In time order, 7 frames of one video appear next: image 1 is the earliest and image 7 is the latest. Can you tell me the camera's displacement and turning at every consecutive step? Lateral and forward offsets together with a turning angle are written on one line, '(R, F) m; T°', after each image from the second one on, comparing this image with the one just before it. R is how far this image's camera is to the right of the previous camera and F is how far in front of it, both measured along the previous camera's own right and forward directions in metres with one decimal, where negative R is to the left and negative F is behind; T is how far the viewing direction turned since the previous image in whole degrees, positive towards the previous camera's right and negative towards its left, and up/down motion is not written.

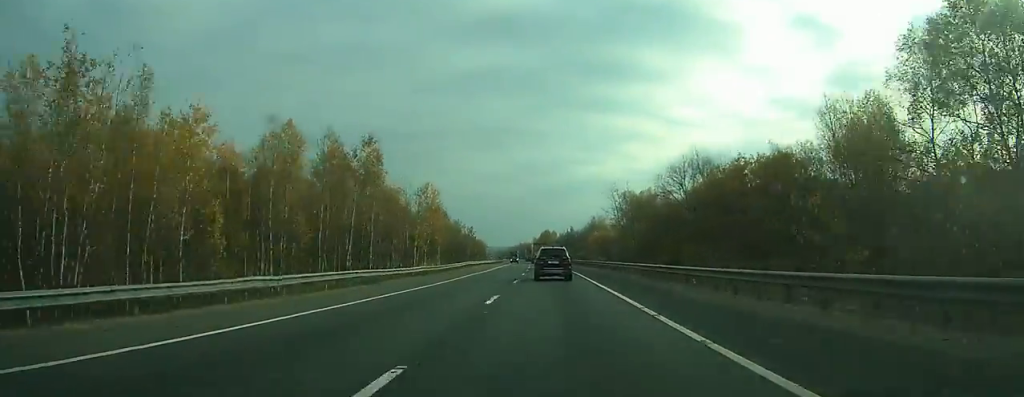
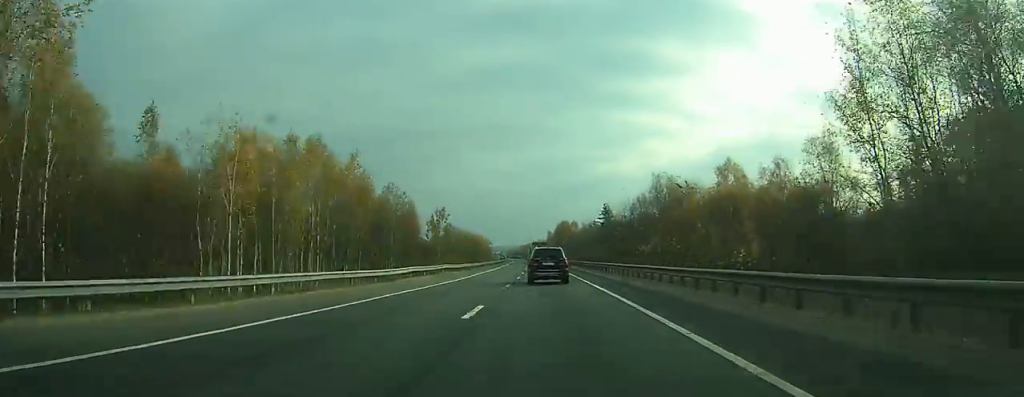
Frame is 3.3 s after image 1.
(-0.9, +77.7) m; -2°
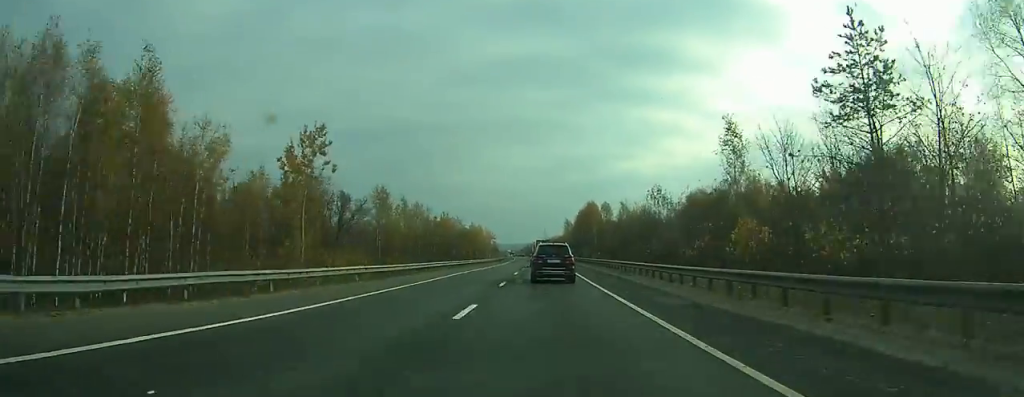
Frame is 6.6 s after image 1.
(-1.4, +75.5) m; -2°
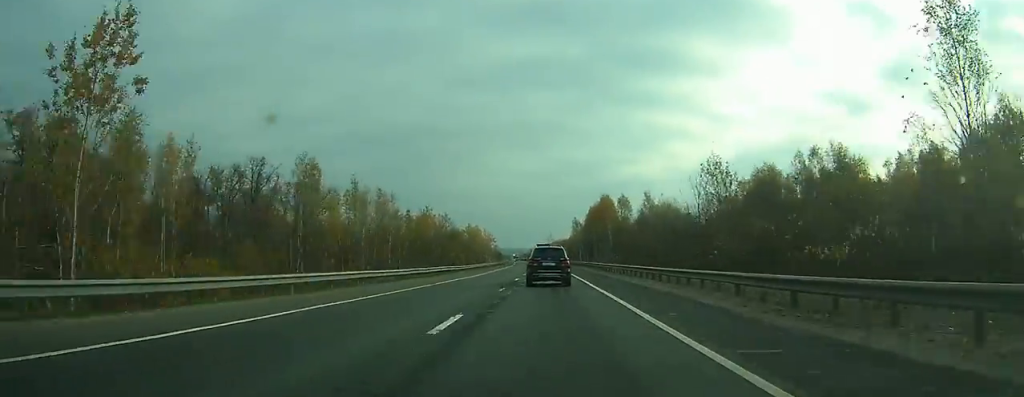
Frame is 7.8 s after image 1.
(0.0, +25.2) m; 0°
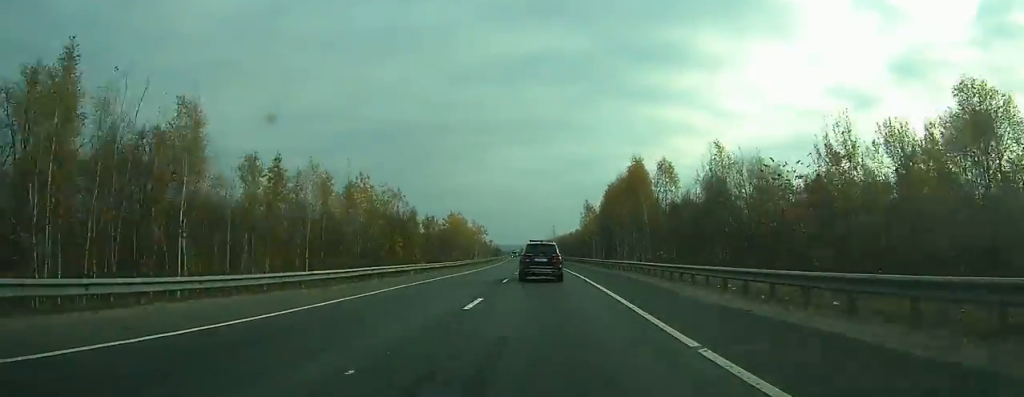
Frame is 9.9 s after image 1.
(0.0, +42.4) m; 0°
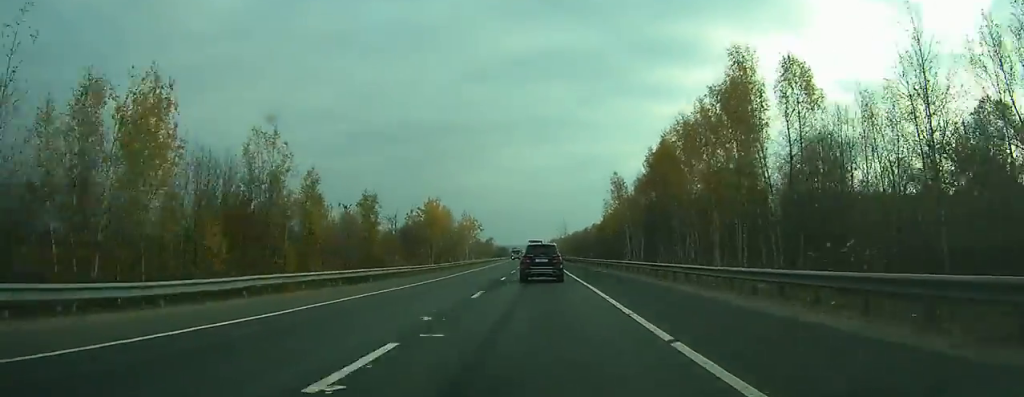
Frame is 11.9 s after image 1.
(-0.3, +42.7) m; -1°
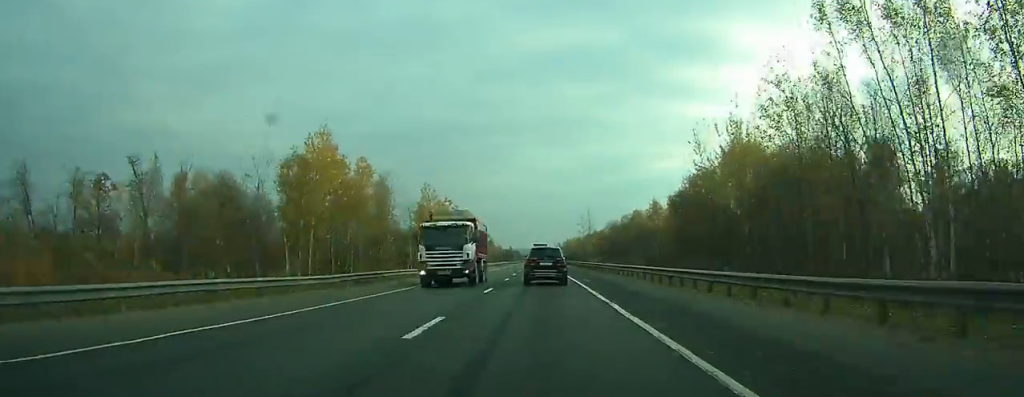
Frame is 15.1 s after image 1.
(-0.6, +67.4) m; -1°
